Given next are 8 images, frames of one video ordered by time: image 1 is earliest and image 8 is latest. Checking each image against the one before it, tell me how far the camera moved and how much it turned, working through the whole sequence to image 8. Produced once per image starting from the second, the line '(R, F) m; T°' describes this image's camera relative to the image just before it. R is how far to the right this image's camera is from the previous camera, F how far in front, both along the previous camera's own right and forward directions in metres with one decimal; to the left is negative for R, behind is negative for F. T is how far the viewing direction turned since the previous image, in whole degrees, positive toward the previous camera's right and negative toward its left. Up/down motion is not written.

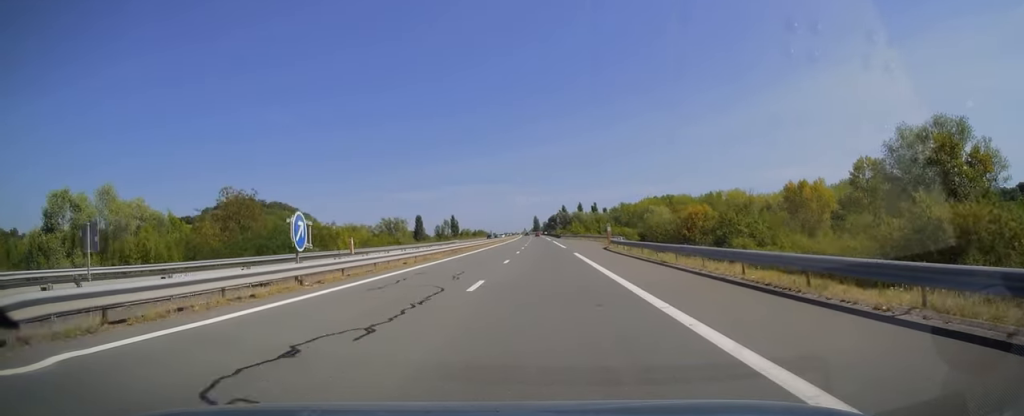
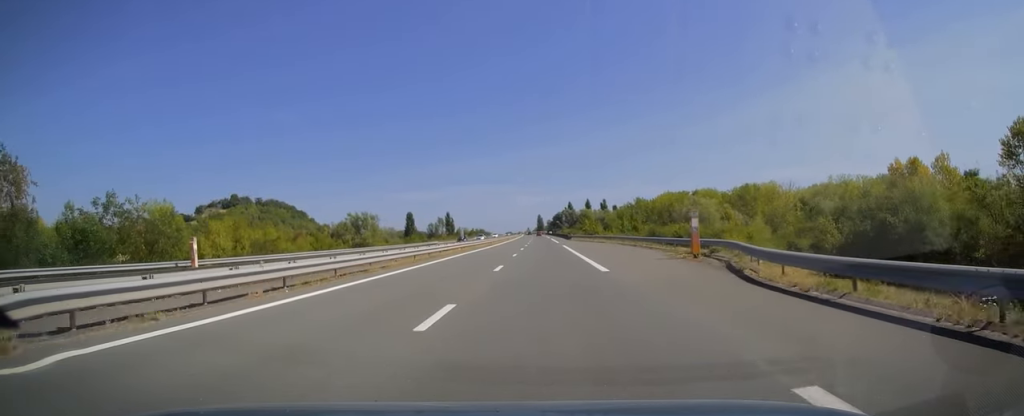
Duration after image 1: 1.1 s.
(-0.2, +32.8) m; -1°
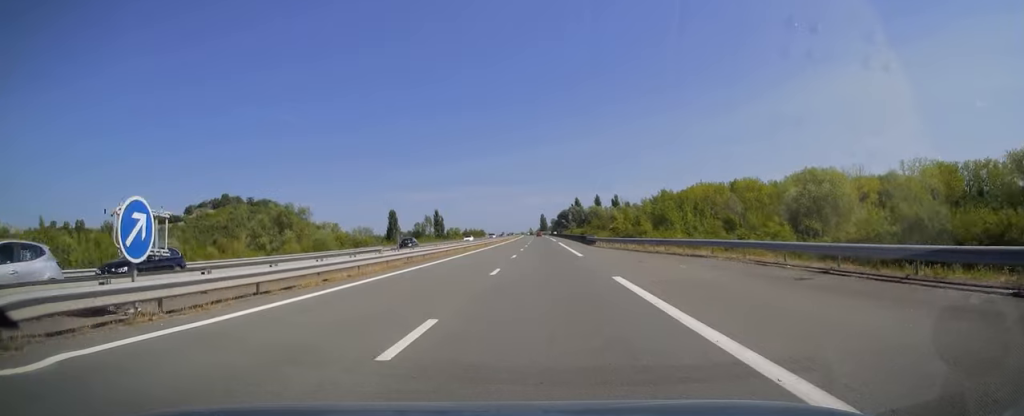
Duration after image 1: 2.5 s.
(-0.2, +41.7) m; 0°
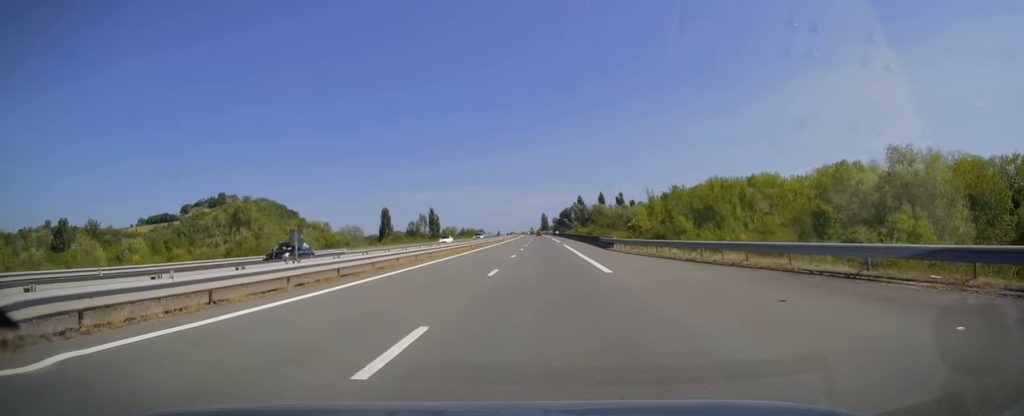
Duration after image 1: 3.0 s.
(0.0, +14.2) m; 0°
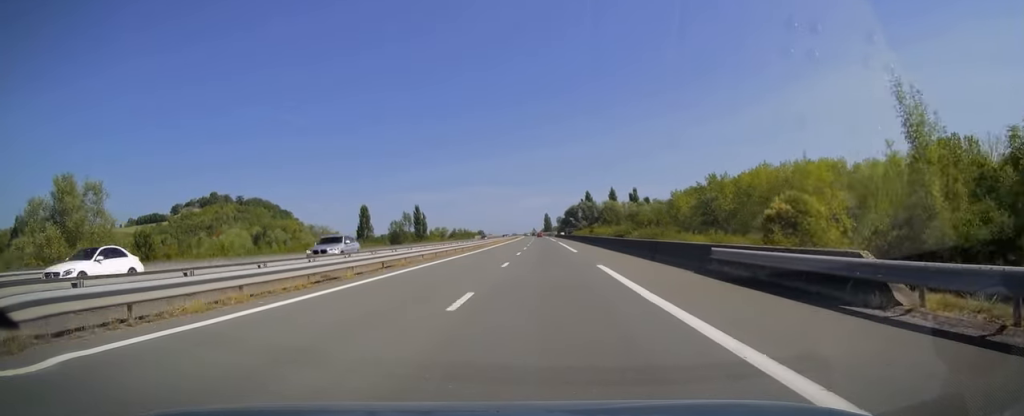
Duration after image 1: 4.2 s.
(0.0, +34.8) m; 0°
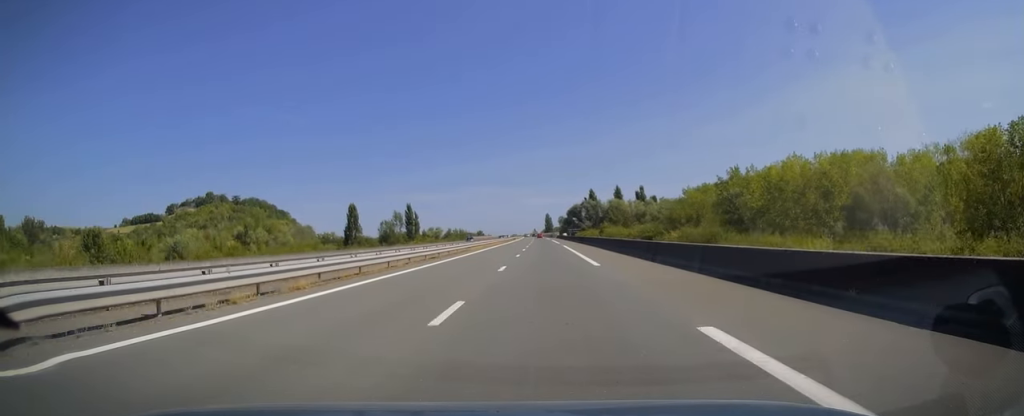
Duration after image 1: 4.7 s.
(-0.1, +15.2) m; 0°
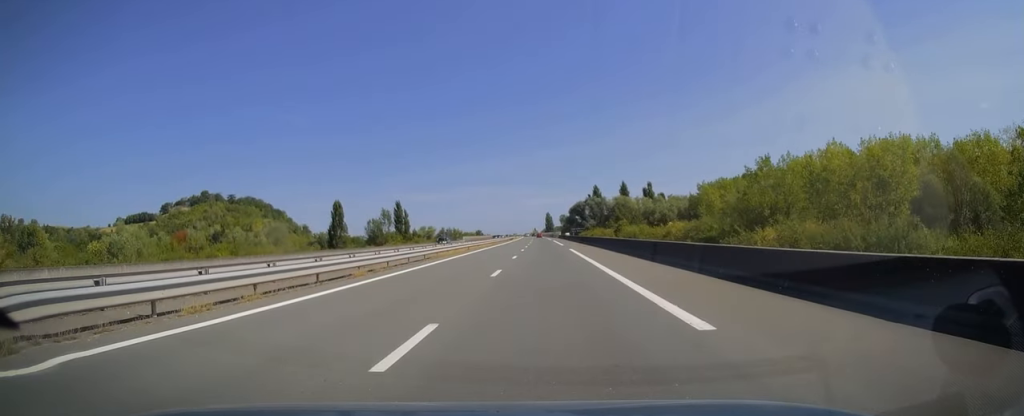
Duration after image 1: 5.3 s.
(-0.1, +16.2) m; 0°
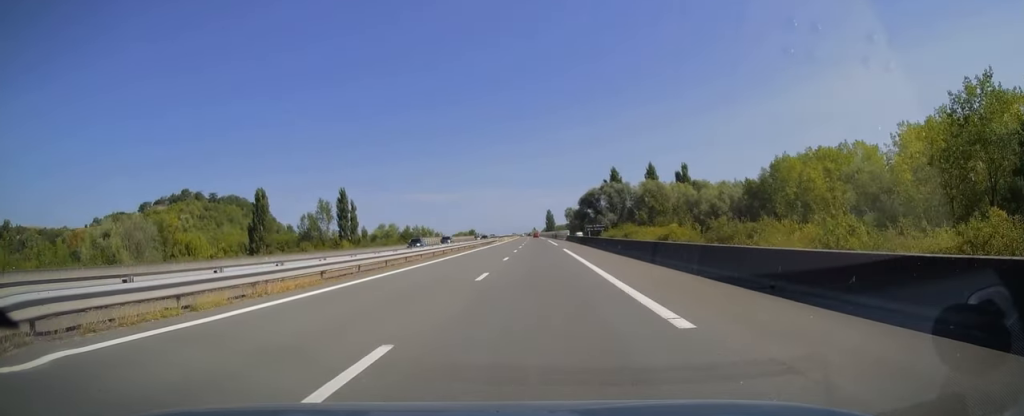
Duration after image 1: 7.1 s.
(0.0, +55.0) m; 0°
